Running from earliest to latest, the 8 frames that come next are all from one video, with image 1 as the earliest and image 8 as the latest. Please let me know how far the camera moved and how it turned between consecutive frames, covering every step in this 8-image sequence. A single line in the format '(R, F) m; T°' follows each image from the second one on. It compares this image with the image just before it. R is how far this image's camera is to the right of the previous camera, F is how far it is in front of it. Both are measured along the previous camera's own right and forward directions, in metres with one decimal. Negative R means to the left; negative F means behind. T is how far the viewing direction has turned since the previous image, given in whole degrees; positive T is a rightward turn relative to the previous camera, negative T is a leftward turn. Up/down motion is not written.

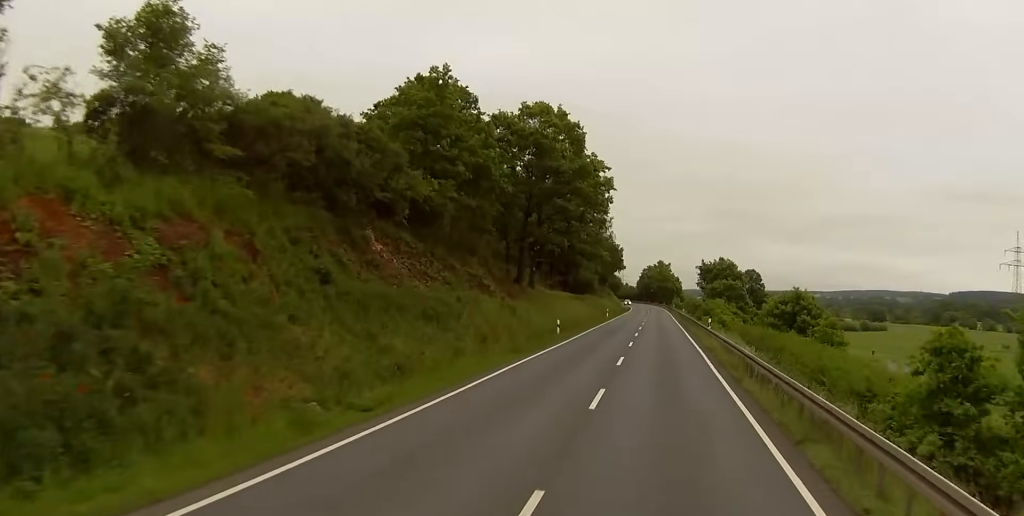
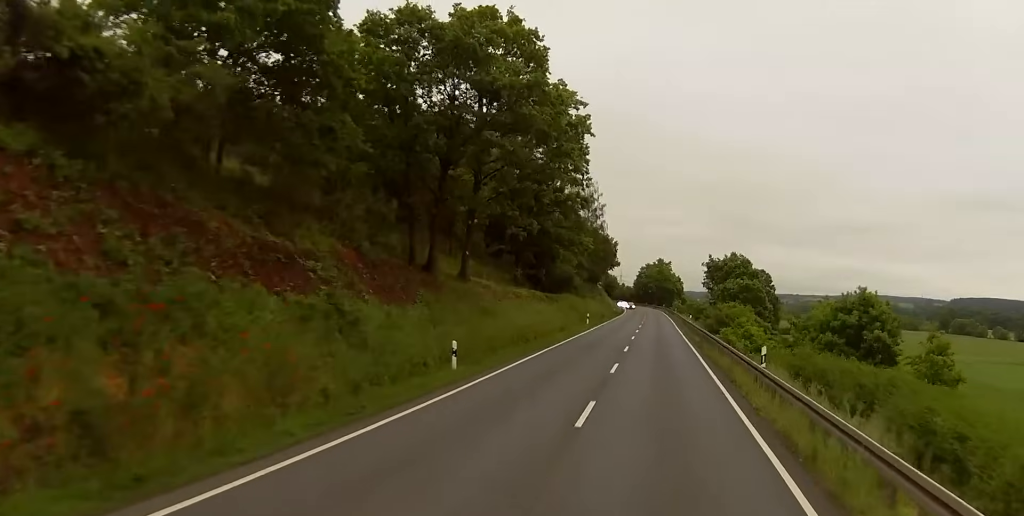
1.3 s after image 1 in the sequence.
(0.0, +31.3) m; 0°
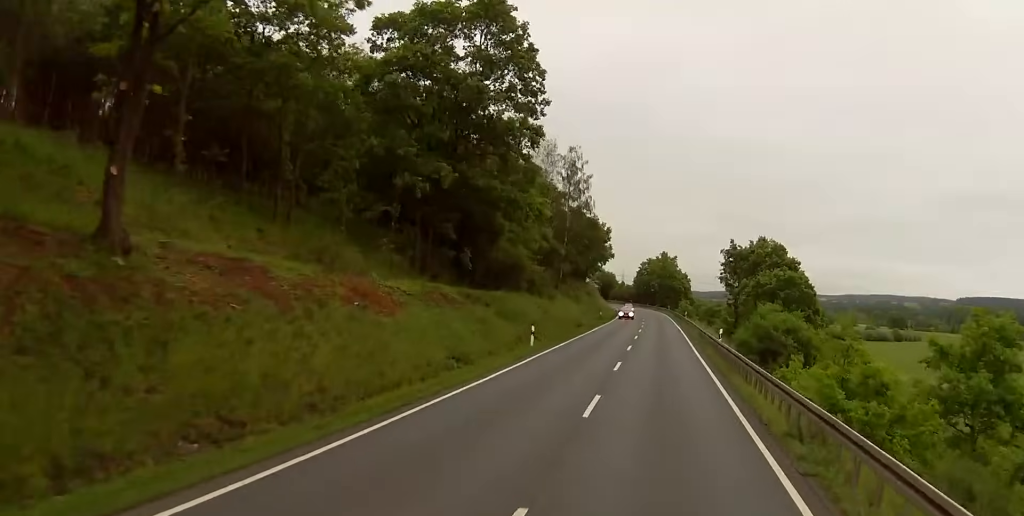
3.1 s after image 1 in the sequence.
(0.0, +39.9) m; 0°
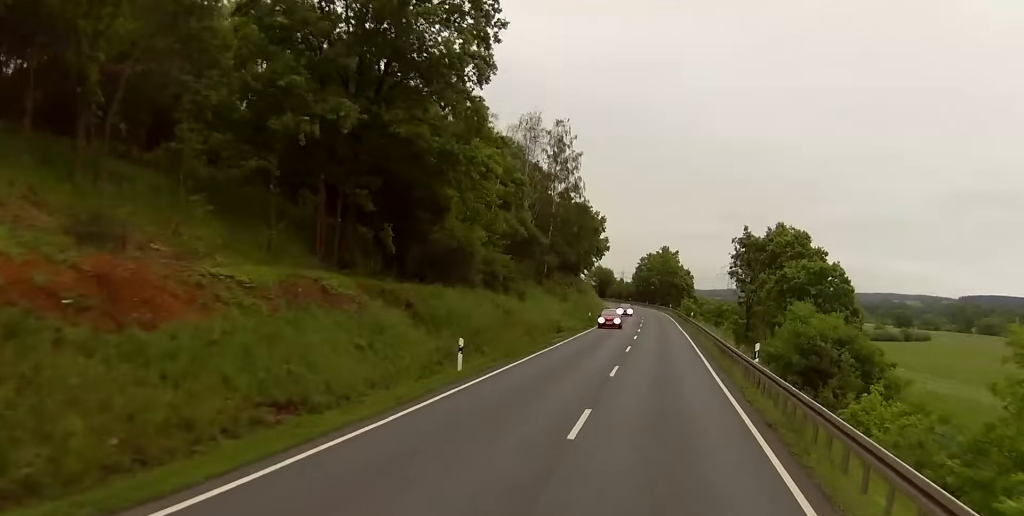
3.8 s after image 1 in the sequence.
(+0.1, +14.7) m; 0°
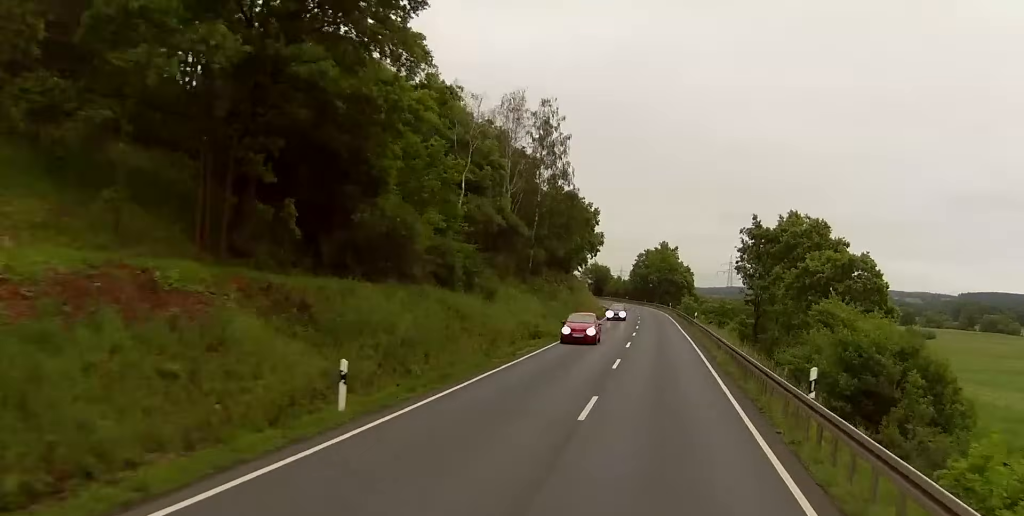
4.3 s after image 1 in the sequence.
(0.0, +9.7) m; 0°
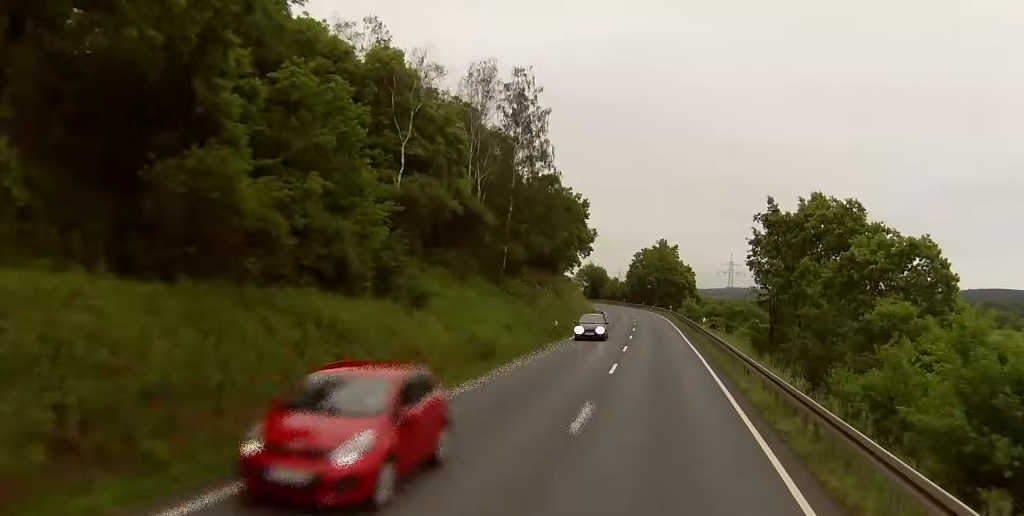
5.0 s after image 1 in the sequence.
(0.0, +12.9) m; 0°
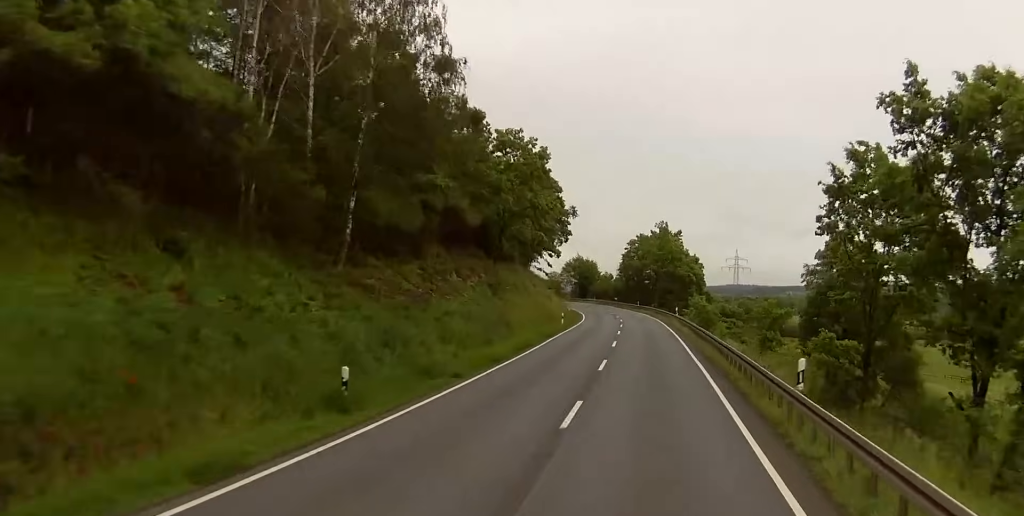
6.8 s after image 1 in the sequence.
(-0.4, +40.4) m; -1°
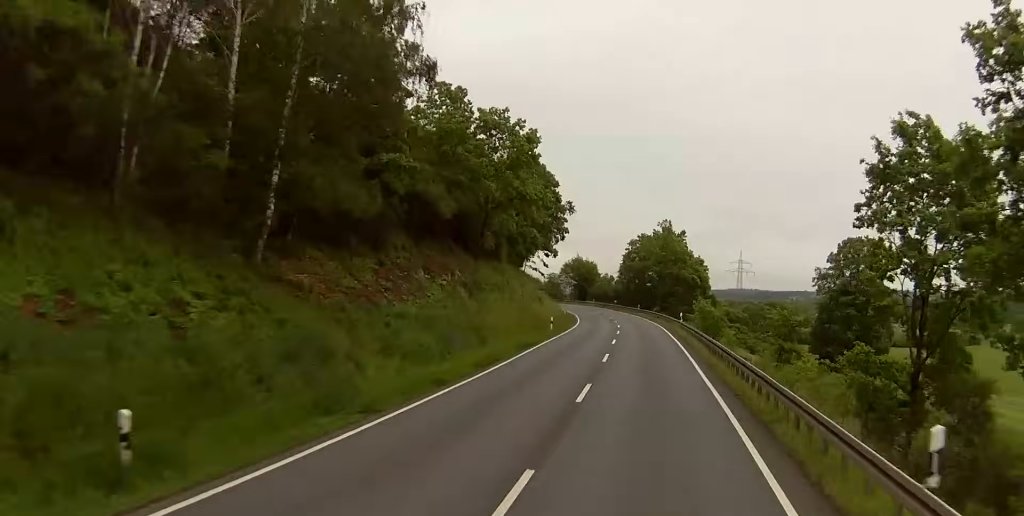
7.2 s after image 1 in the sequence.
(0.0, +8.8) m; 0°
